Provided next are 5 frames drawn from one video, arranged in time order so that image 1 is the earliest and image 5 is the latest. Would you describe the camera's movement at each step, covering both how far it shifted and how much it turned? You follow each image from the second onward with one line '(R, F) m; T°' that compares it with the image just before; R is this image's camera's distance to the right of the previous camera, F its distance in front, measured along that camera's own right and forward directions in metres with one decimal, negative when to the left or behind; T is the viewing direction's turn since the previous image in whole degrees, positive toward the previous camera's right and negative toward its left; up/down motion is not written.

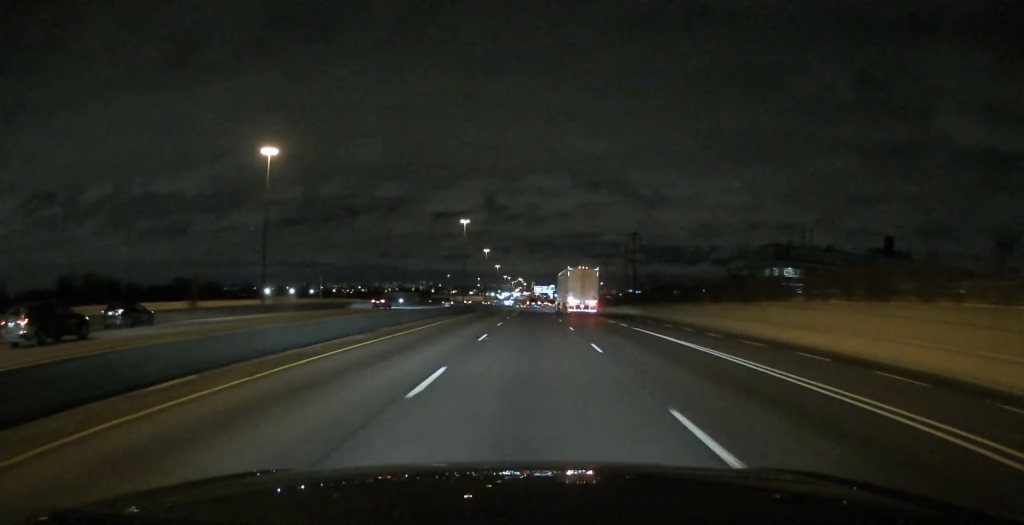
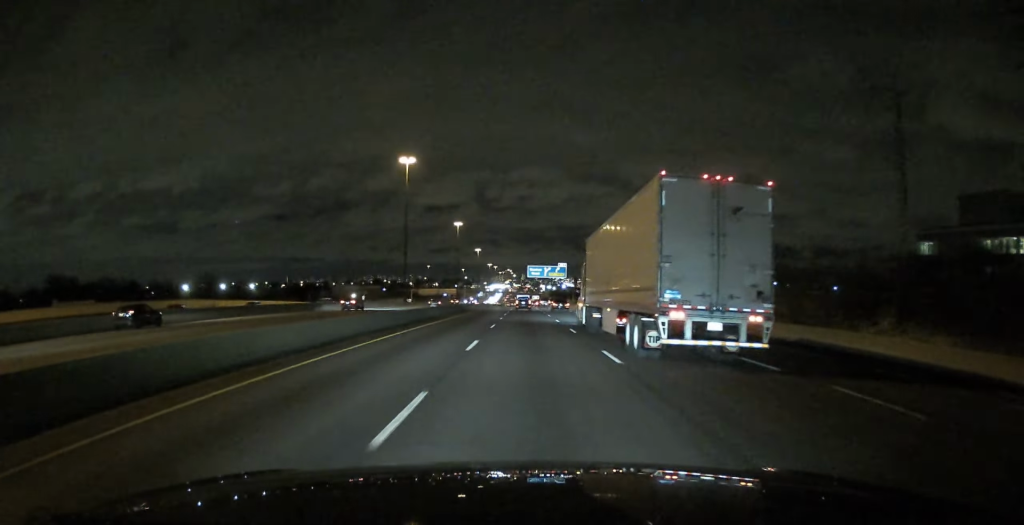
(+1.7, +116.8) m; +1°
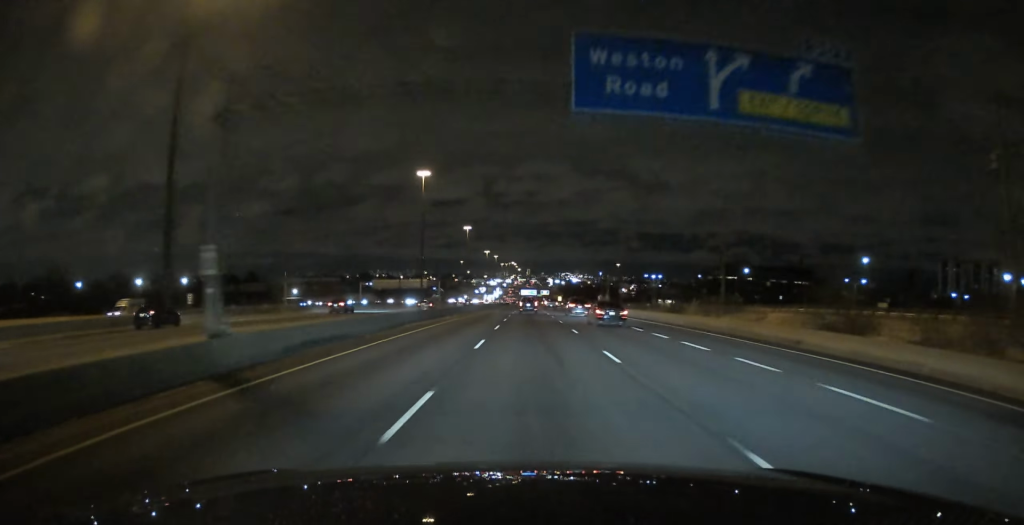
(-0.2, +113.3) m; 0°
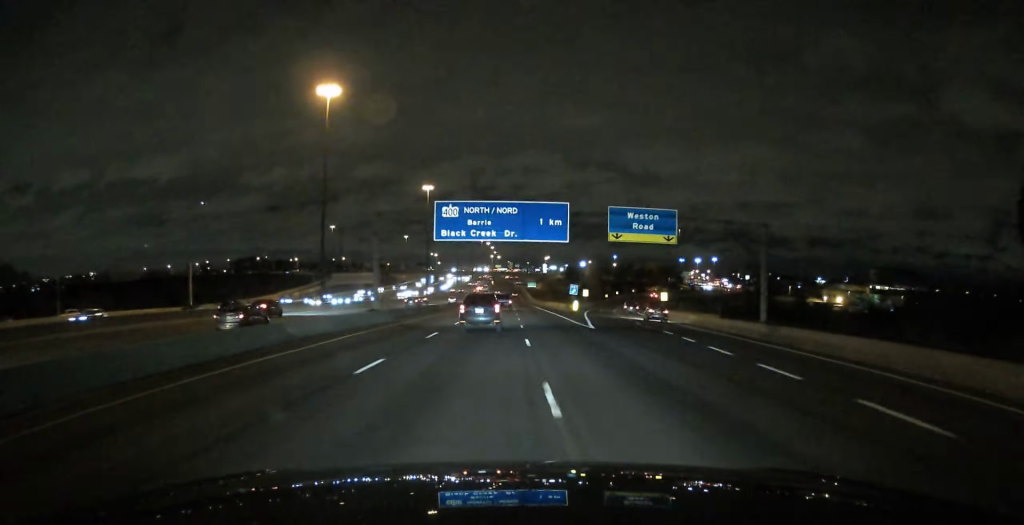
(+1.3, +360.1) m; +1°
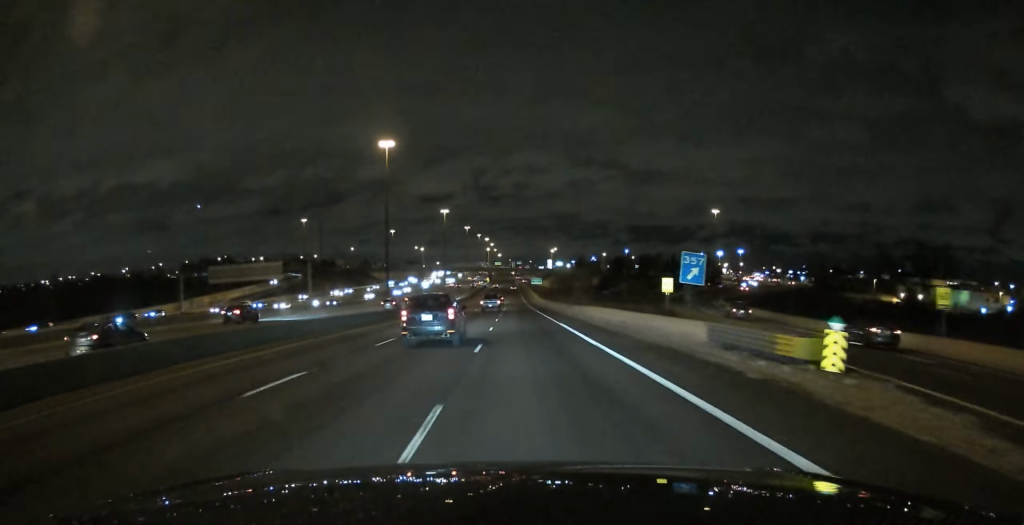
(+0.1, +74.7) m; 0°
